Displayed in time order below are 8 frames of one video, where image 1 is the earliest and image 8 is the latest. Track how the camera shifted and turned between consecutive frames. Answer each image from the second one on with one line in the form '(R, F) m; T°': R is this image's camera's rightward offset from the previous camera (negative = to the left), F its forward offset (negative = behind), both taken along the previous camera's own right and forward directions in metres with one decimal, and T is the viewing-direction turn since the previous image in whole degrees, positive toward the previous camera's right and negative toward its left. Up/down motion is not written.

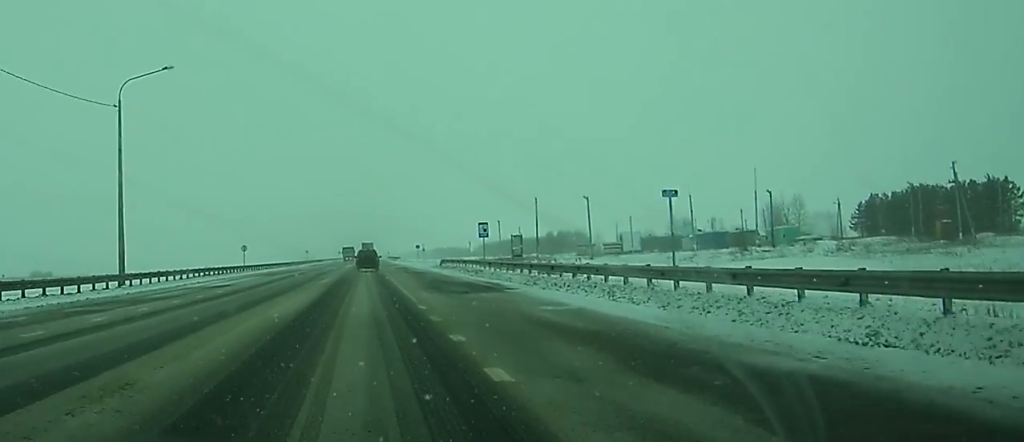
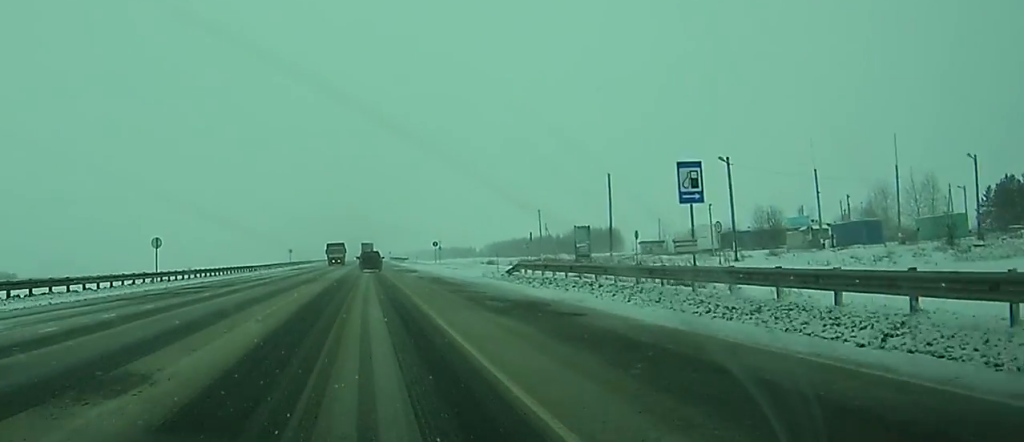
(+0.2, +39.3) m; +1°
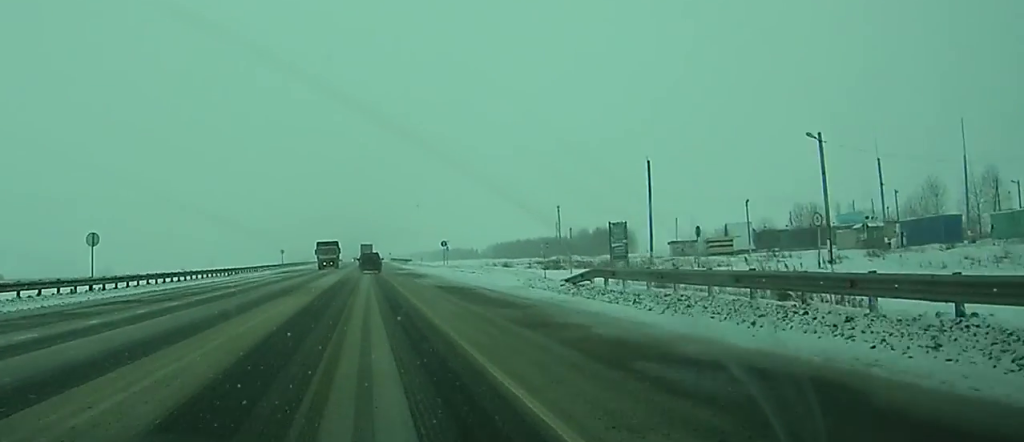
(+0.1, +13.1) m; 0°
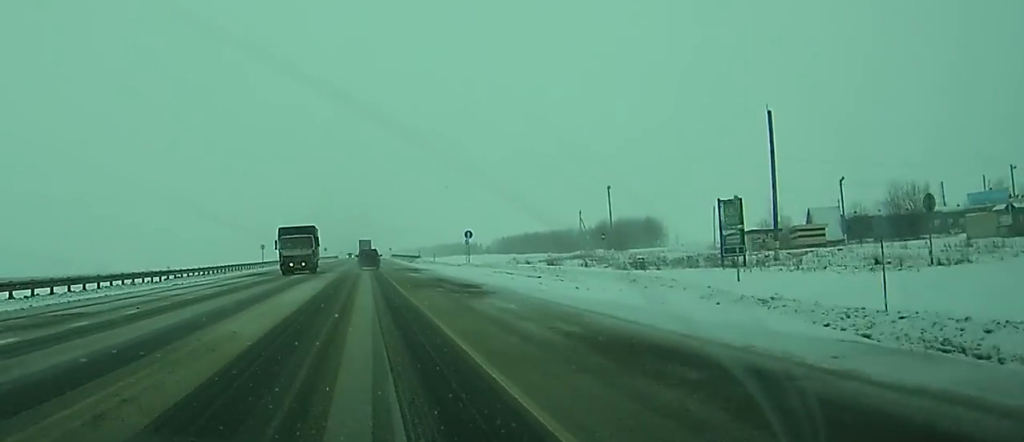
(0.0, +24.7) m; 0°
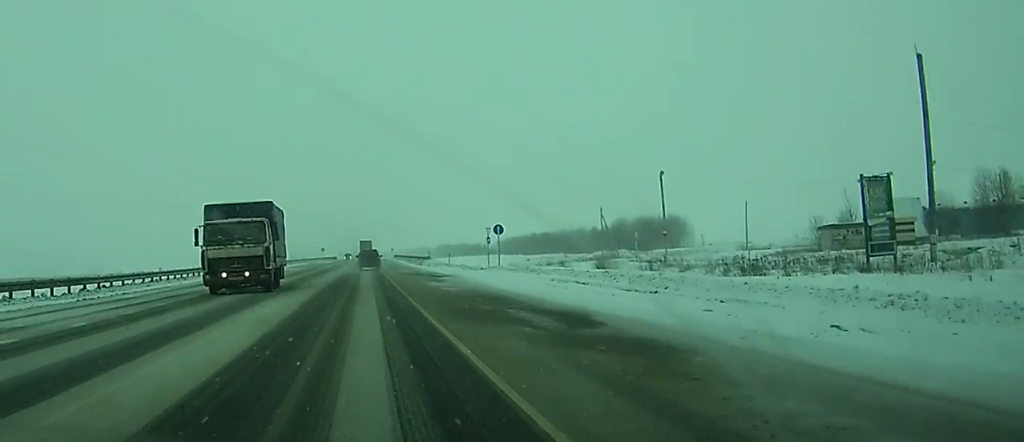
(0.0, +16.1) m; 0°
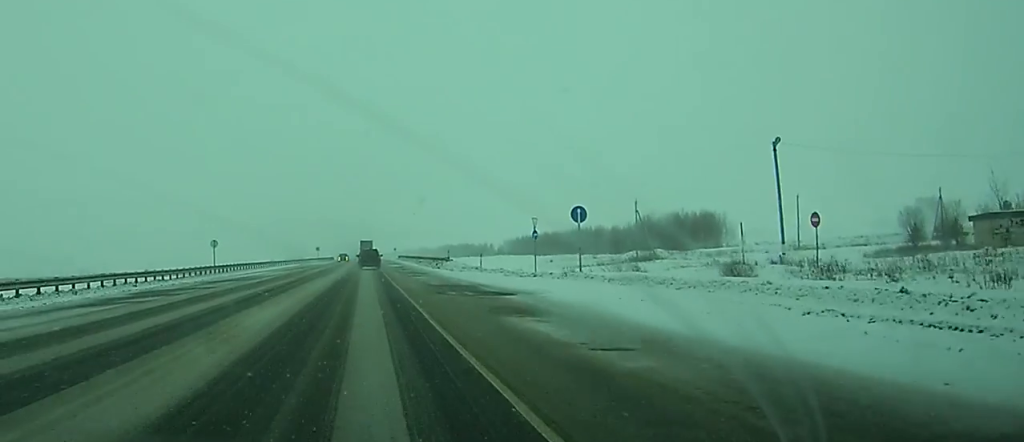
(0.0, +21.4) m; 0°
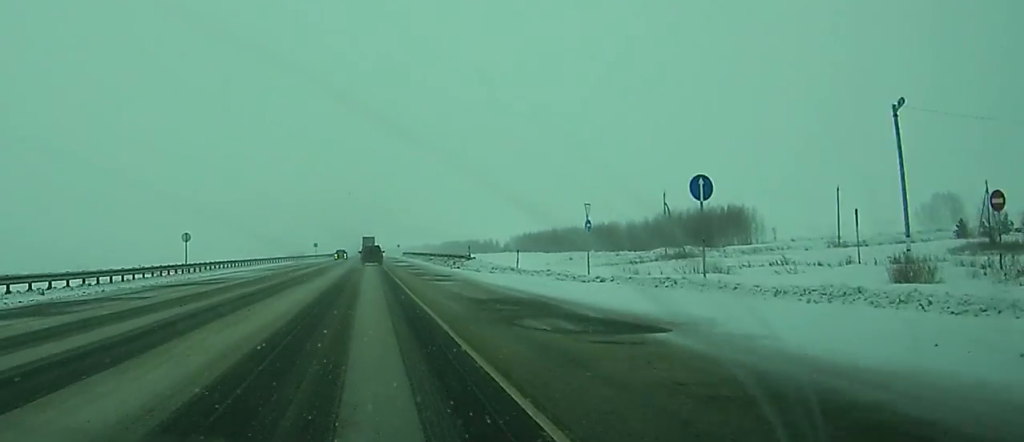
(0.0, +13.0) m; 0°
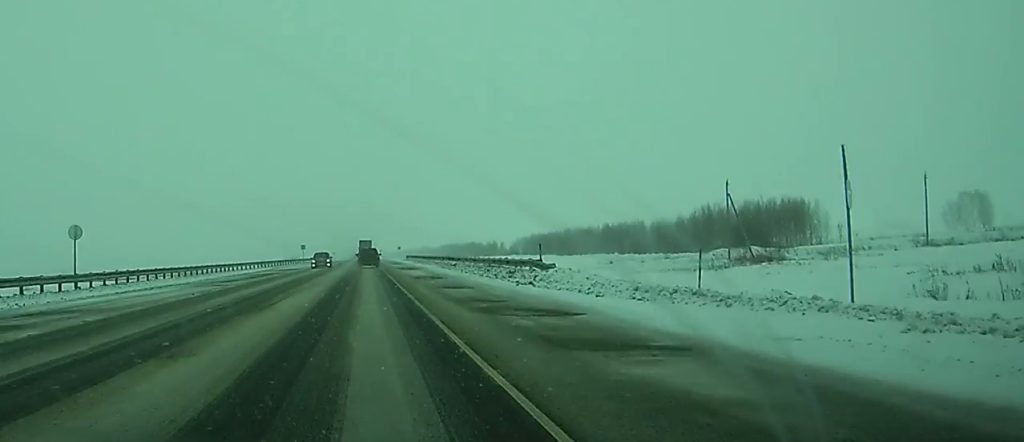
(-0.1, +24.5) m; 0°
